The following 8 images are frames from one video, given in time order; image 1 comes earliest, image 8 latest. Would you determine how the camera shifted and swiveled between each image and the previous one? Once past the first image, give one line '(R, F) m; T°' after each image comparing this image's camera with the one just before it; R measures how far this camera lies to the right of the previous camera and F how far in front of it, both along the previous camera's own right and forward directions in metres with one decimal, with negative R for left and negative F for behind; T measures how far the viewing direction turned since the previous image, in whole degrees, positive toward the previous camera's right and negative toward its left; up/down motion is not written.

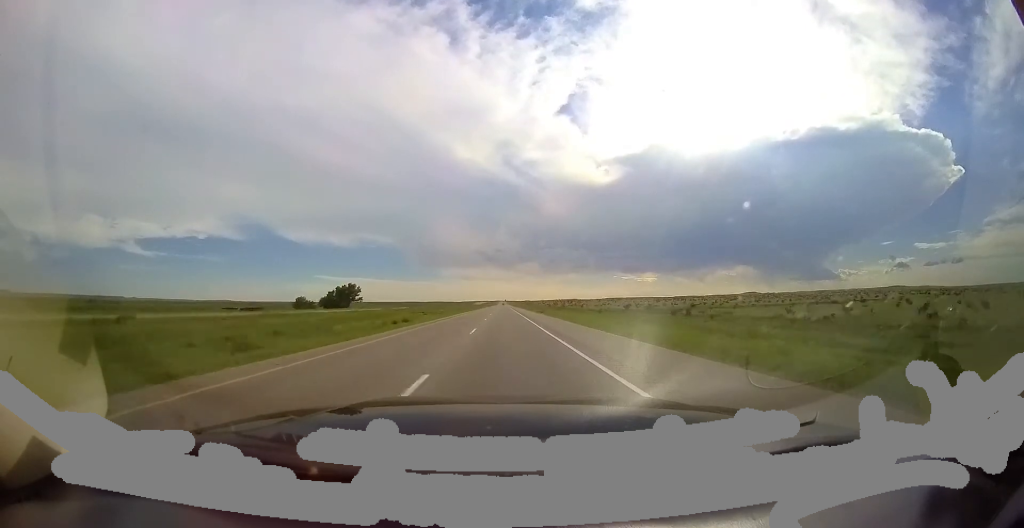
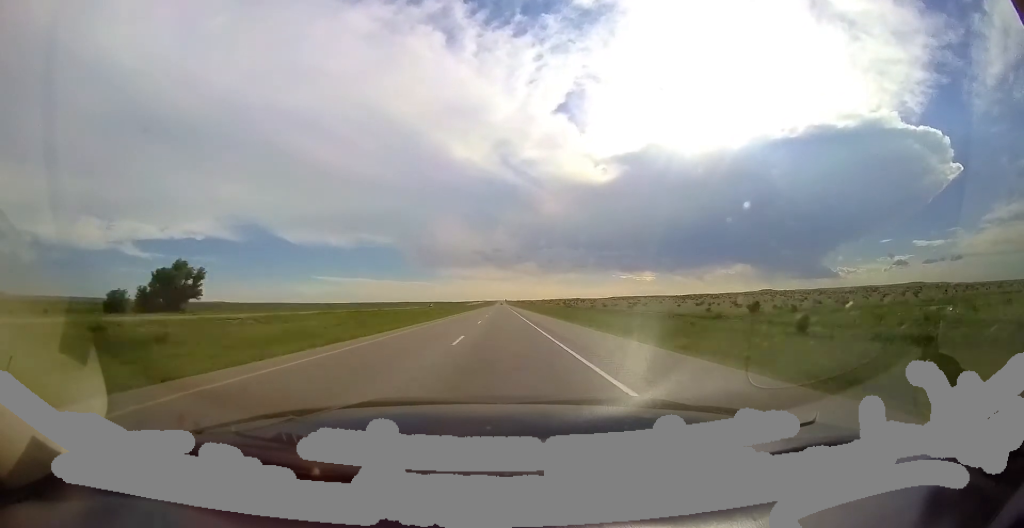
(-0.3, +64.9) m; 0°
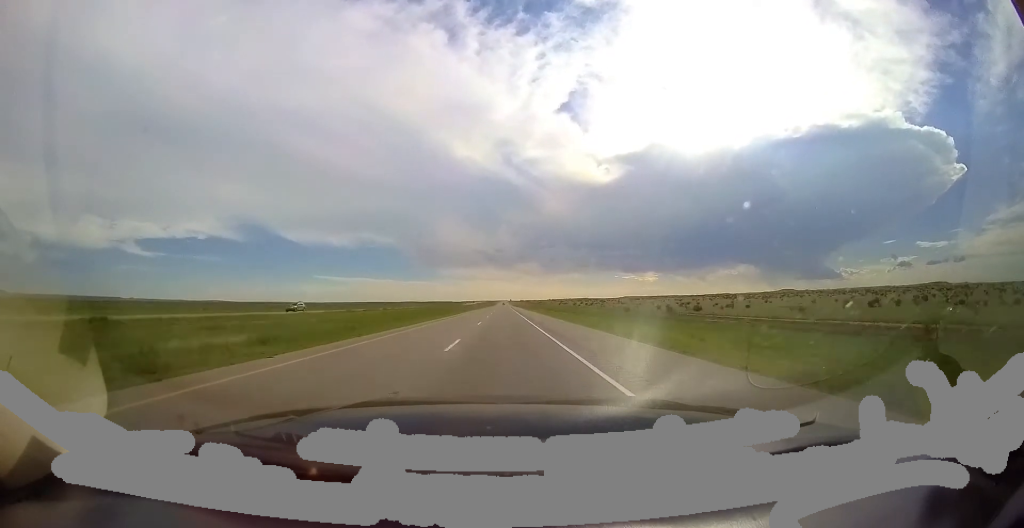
(+0.6, +62.2) m; 0°
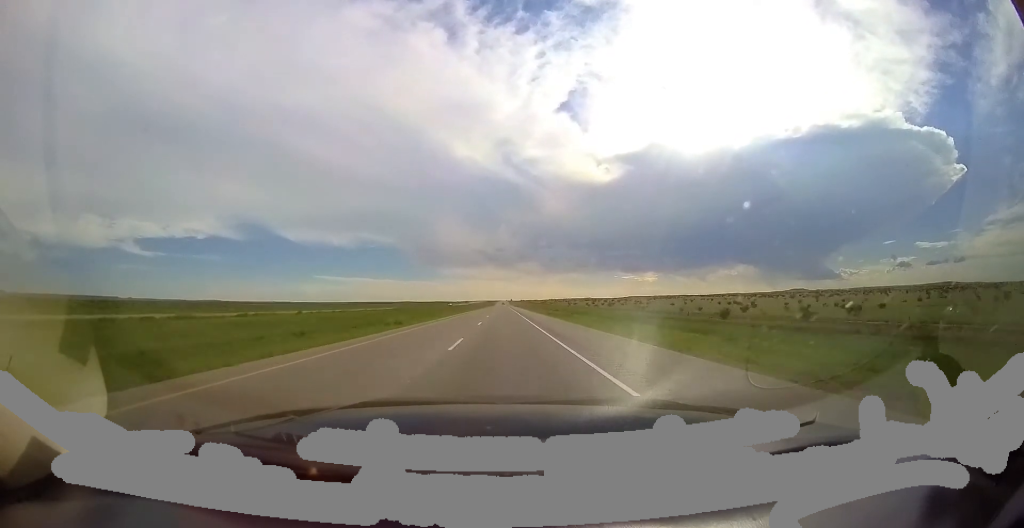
(-0.3, +35.8) m; 0°
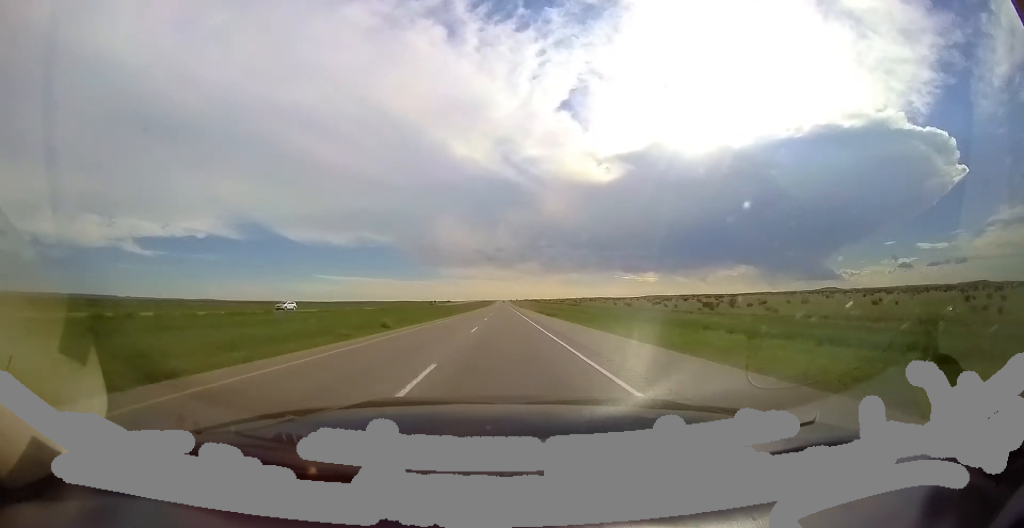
(-0.3, +90.8) m; 0°
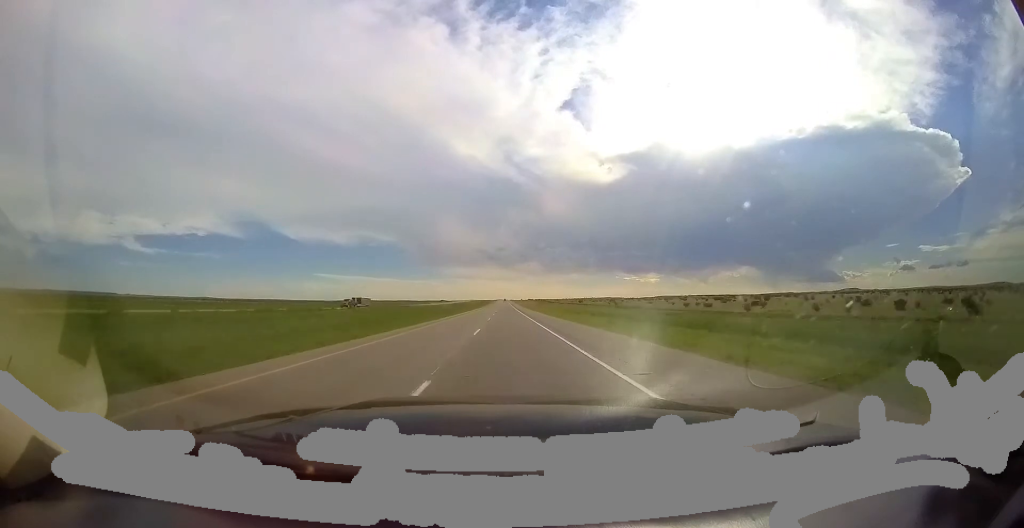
(+0.1, +50.2) m; 0°
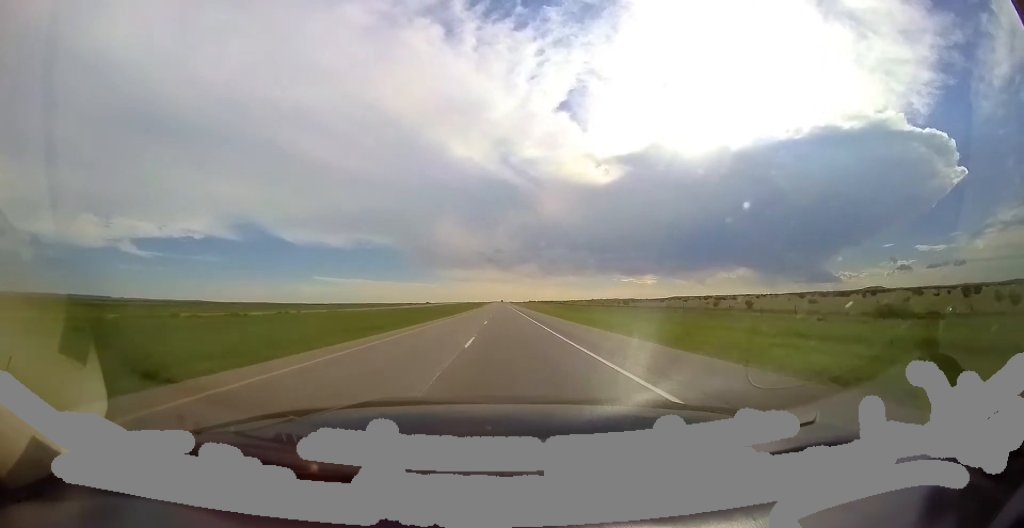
(0.0, +64.6) m; 0°
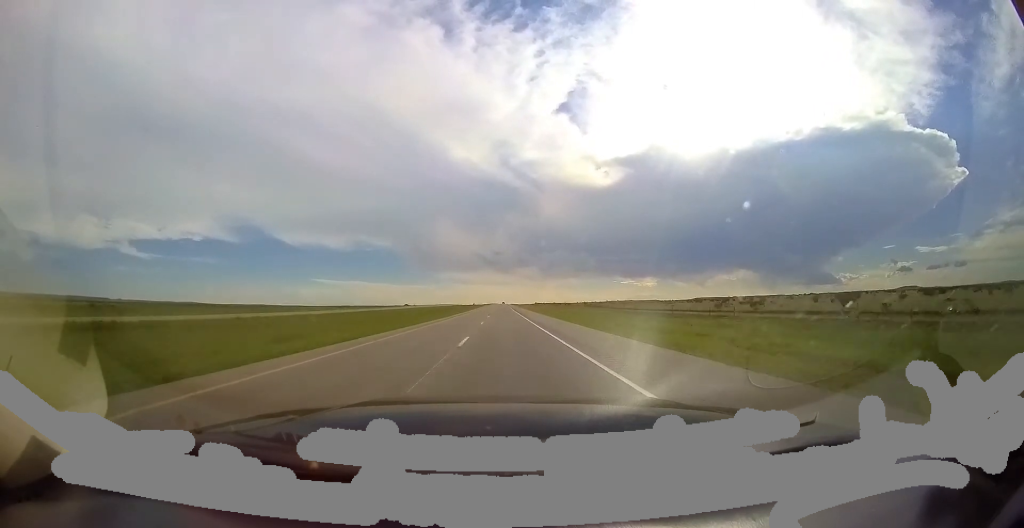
(+0.2, +71.7) m; 0°
